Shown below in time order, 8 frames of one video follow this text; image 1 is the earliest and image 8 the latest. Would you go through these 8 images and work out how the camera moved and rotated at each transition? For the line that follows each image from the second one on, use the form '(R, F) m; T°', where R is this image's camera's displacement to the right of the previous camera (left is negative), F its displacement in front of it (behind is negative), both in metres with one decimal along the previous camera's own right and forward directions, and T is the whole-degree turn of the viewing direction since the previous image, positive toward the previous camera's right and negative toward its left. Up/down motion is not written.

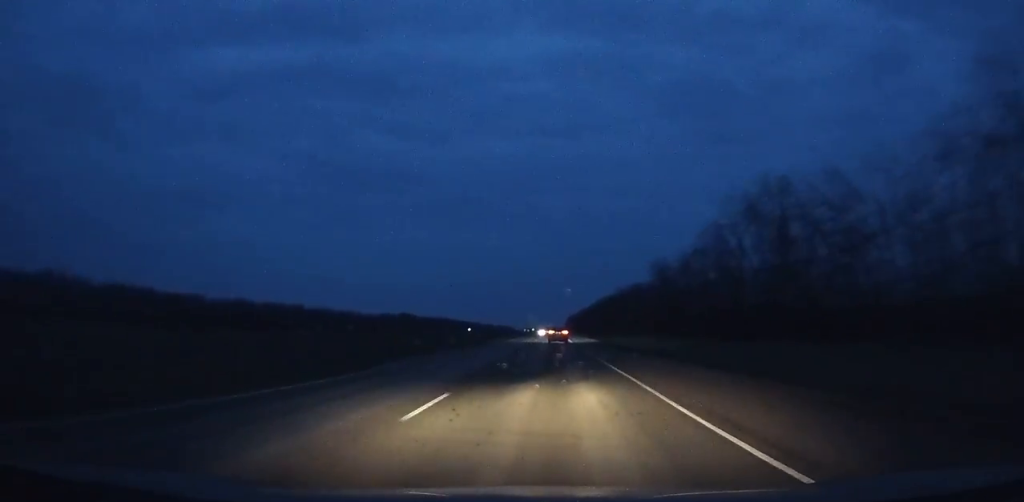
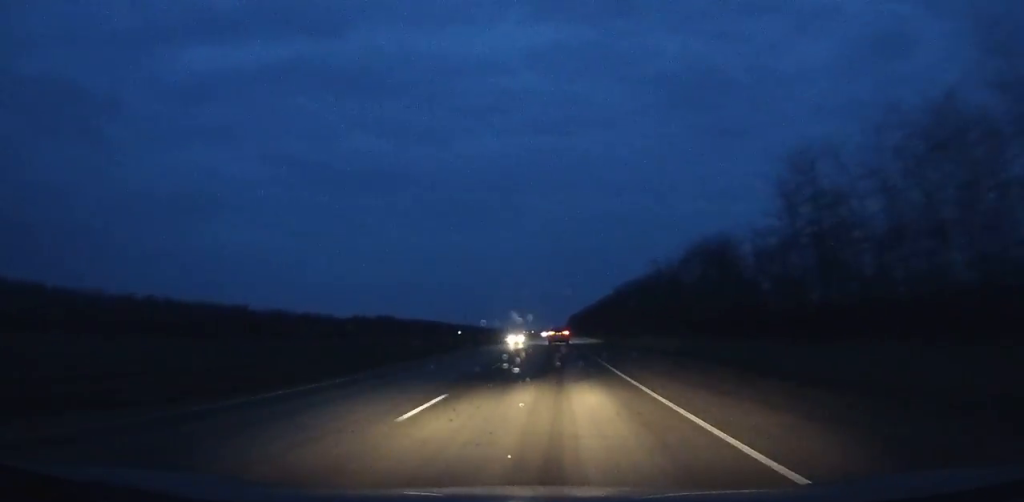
(+0.1, +84.7) m; 0°
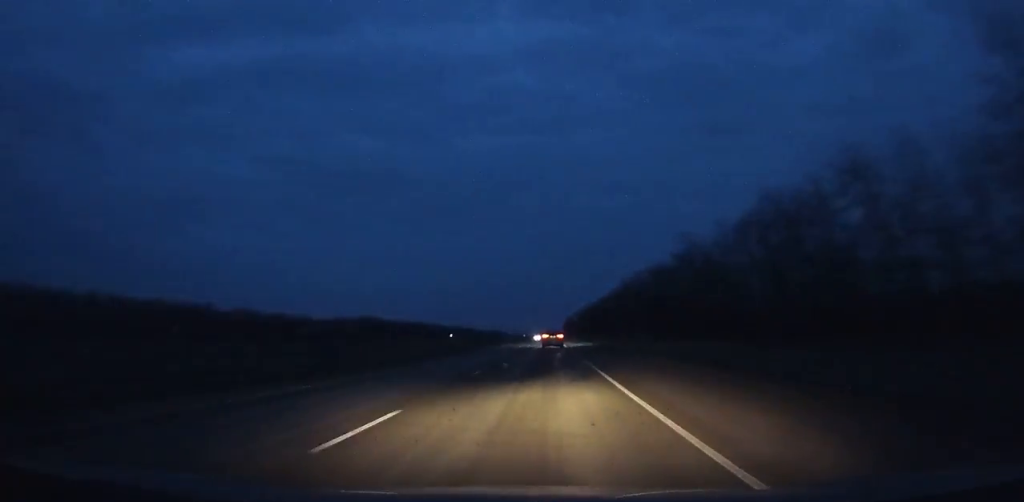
(+0.2, +38.4) m; 0°
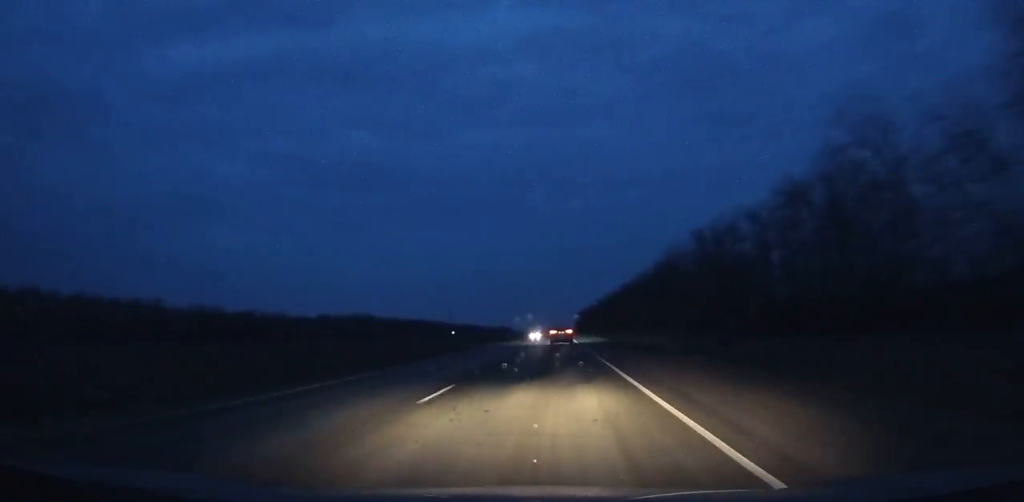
(-0.3, +54.7) m; 0°
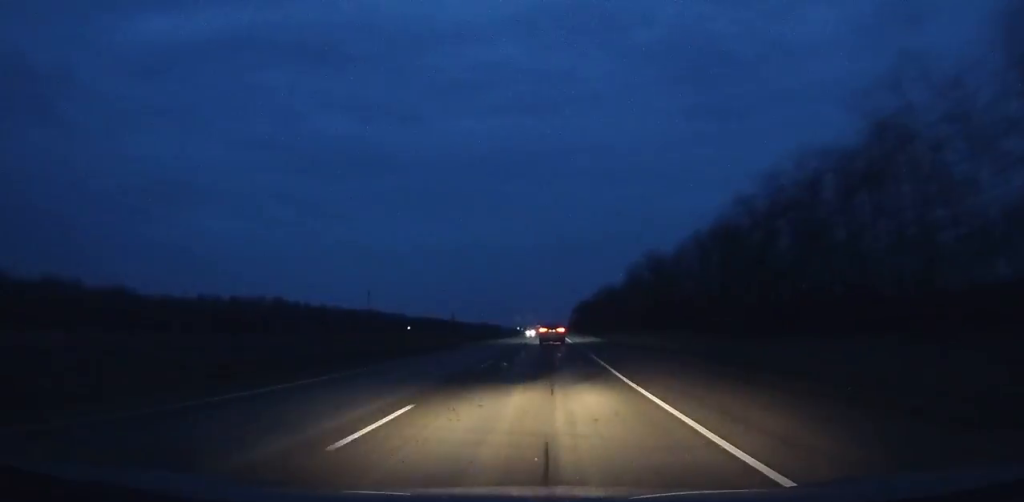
(+0.3, +148.2) m; +1°
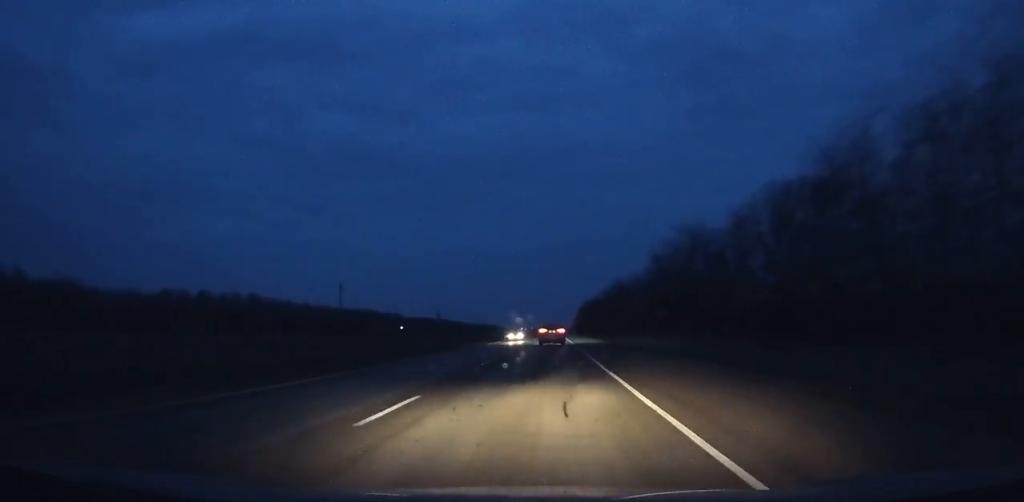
(+0.2, +34.4) m; 0°
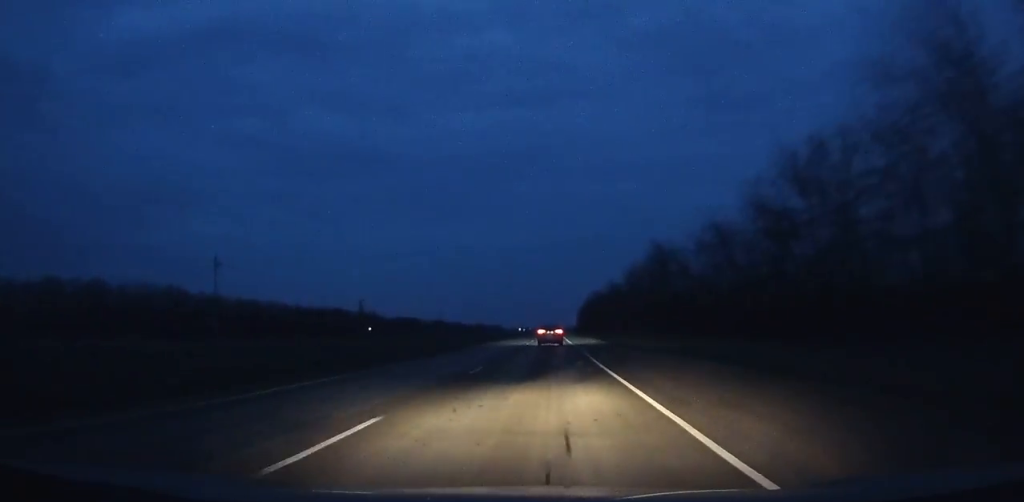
(-0.1, +75.2) m; 0°
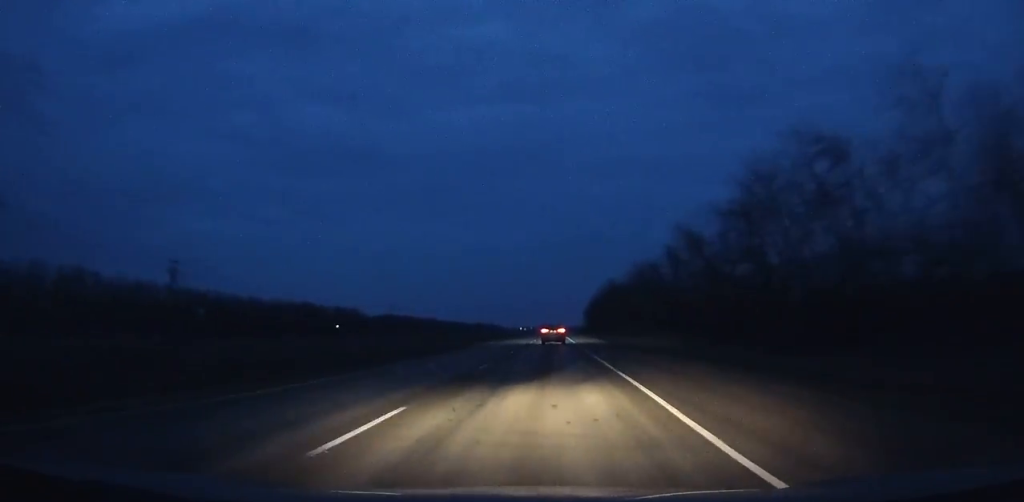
(-0.4, +58.7) m; 0°
